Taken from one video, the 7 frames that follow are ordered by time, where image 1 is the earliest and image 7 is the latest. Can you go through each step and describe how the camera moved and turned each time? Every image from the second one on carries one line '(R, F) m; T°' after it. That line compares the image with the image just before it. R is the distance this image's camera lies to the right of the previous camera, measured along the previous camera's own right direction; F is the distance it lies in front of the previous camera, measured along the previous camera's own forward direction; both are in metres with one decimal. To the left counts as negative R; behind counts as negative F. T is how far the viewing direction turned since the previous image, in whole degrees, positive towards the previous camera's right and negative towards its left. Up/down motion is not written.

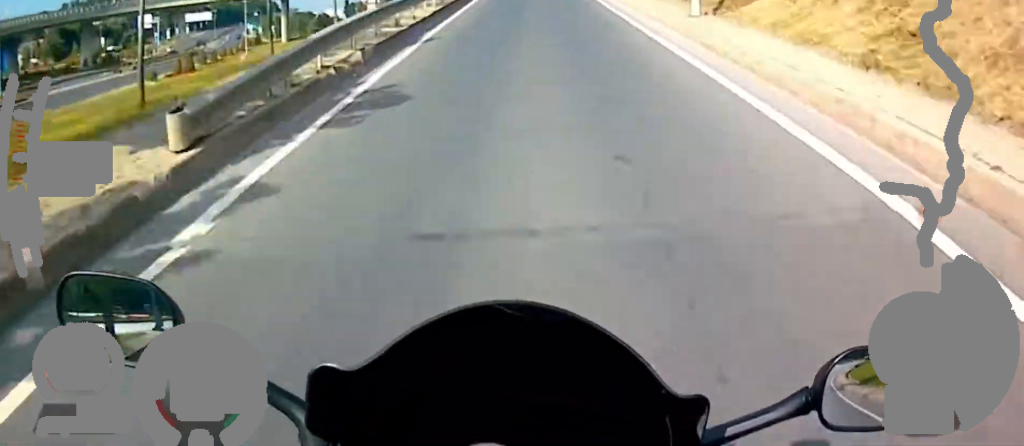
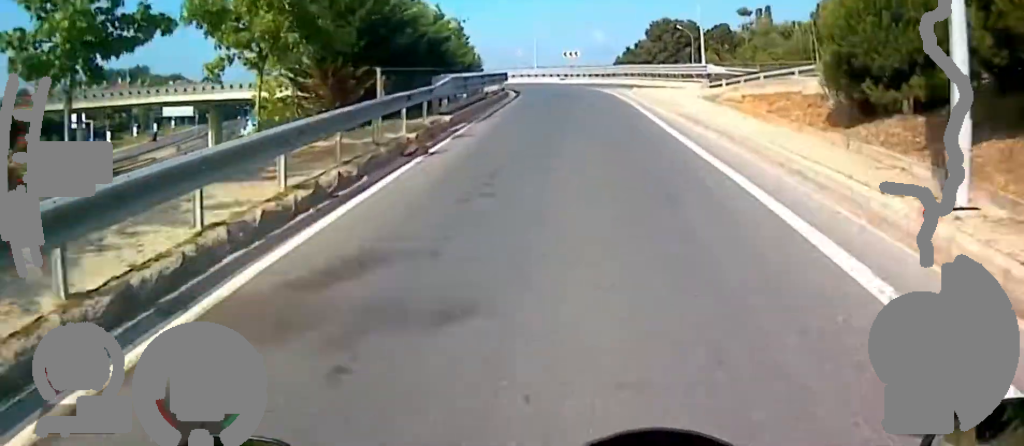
(+1.8, +36.3) m; +5°
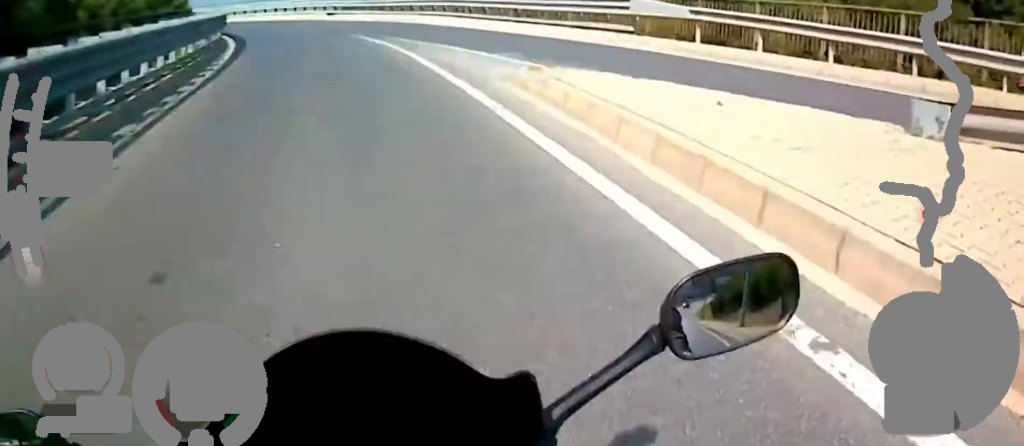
(0.0, +17.9) m; -6°
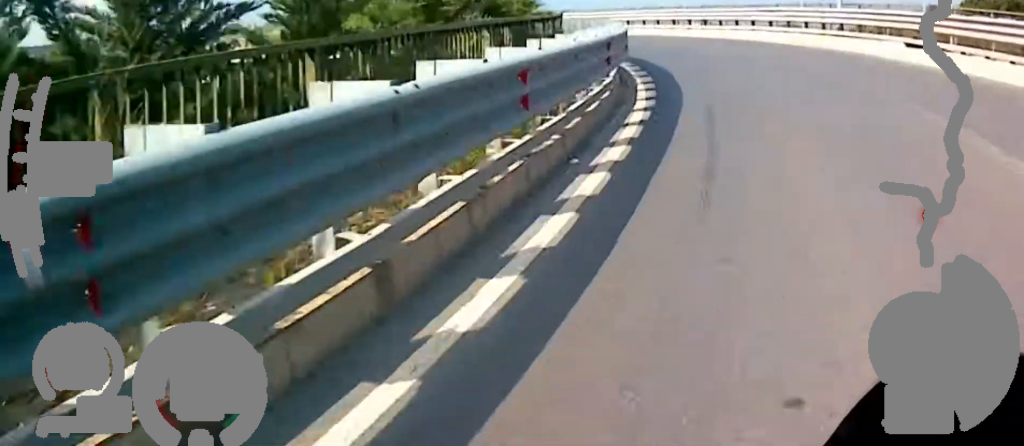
(-3.3, +20.3) m; -45°
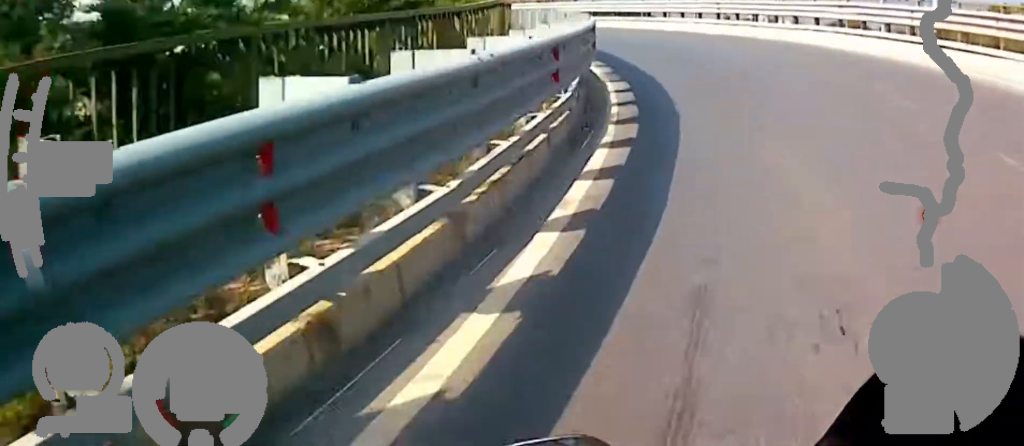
(-1.4, +3.1) m; -28°
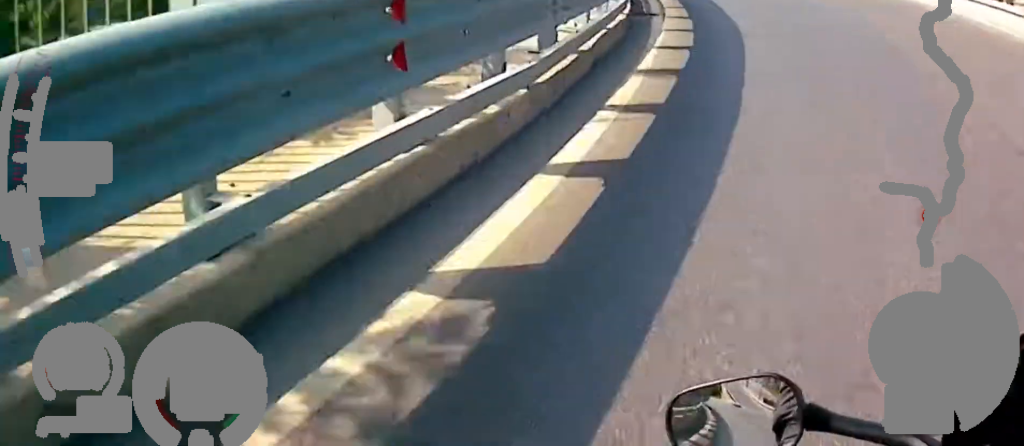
(-5.0, +5.5) m; -42°
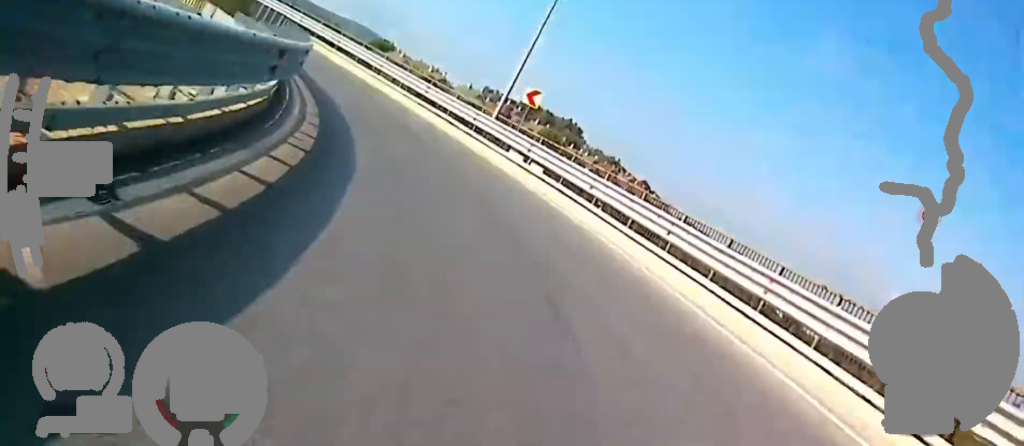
(+0.2, +4.7) m; -3°
